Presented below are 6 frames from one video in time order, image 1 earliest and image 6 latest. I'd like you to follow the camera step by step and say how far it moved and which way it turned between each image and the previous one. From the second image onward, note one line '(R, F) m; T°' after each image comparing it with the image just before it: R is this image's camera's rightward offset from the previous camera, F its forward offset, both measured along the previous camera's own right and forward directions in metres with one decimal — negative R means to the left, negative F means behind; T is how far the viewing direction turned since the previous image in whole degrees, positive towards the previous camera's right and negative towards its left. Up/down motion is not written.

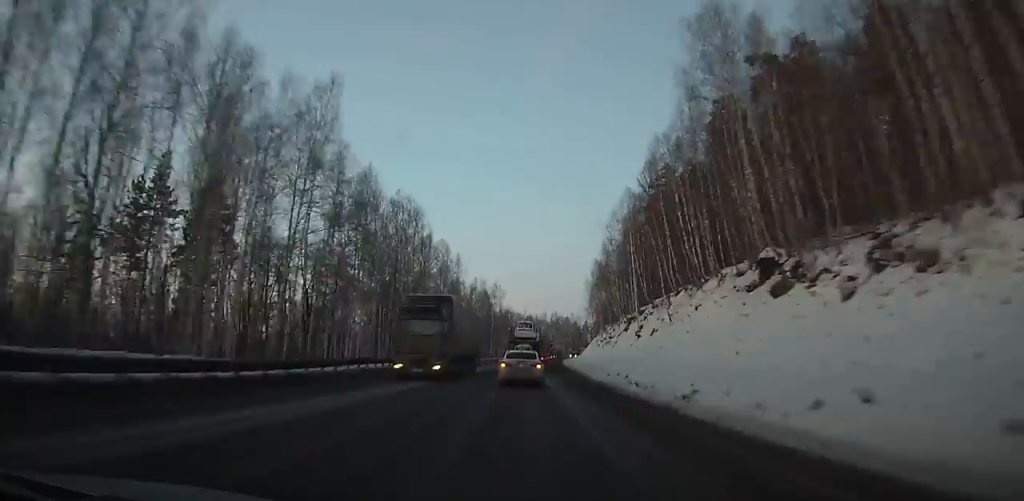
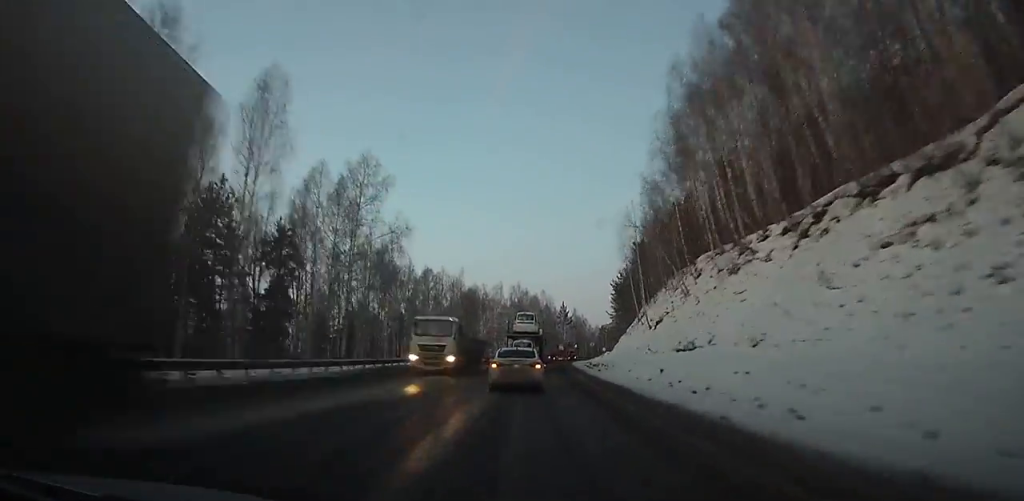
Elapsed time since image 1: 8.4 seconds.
(+2.3, +102.8) m; +3°
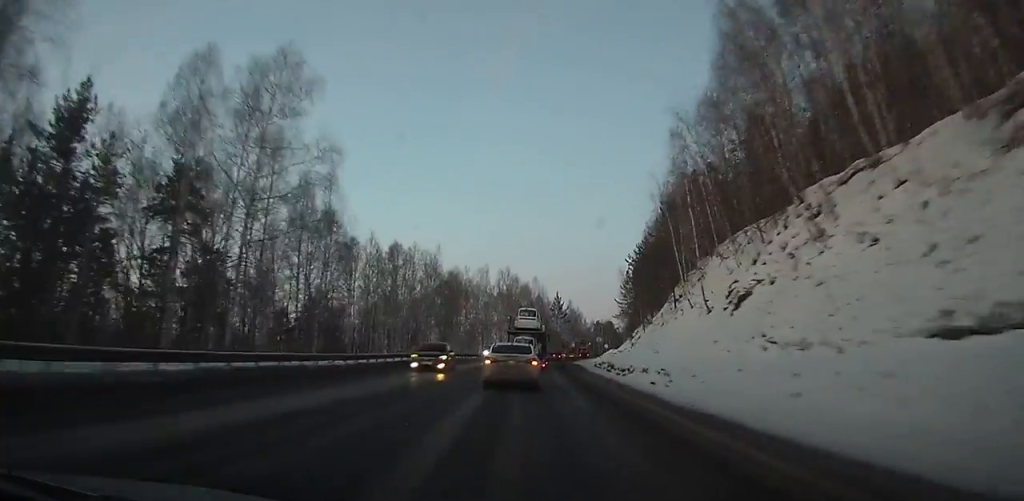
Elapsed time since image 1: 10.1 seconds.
(+0.1, +18.5) m; +1°
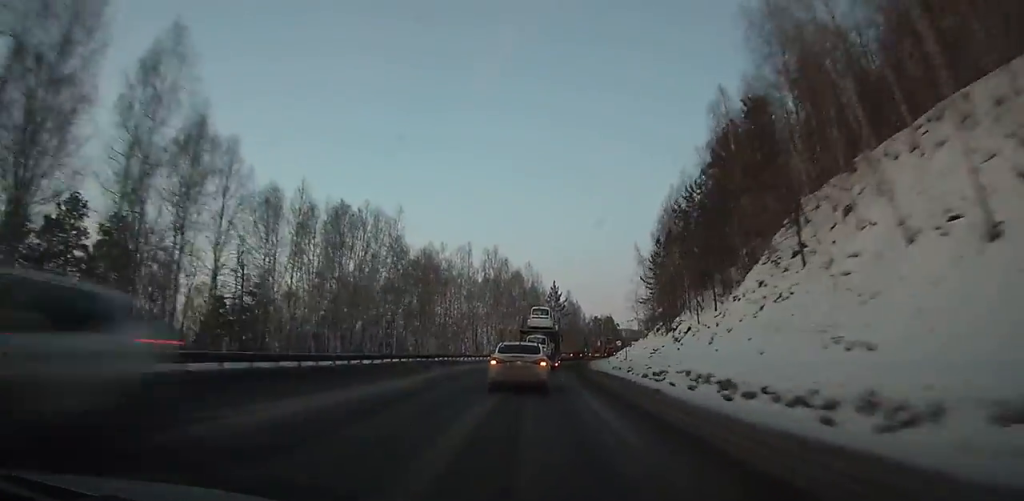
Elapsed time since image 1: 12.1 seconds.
(+0.3, +20.9) m; +2°
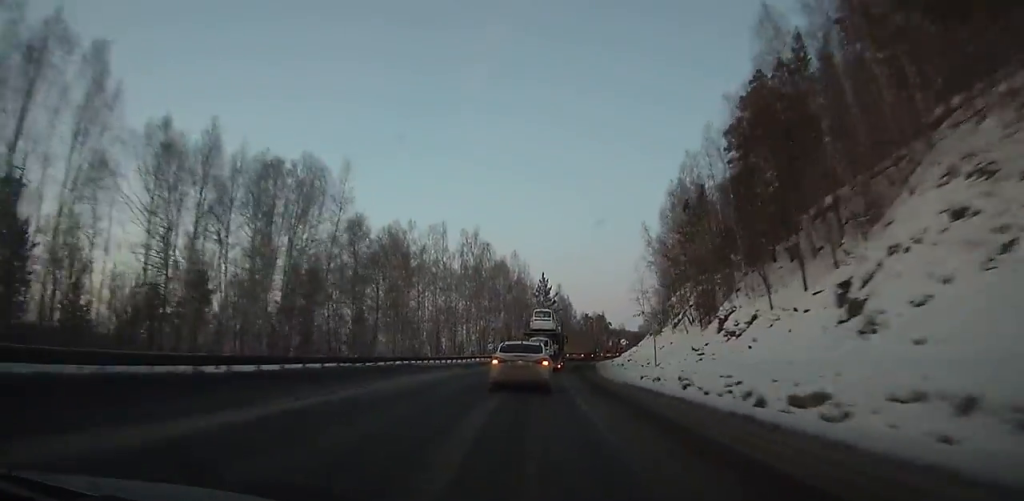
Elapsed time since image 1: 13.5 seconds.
(-0.1, +14.5) m; +1°
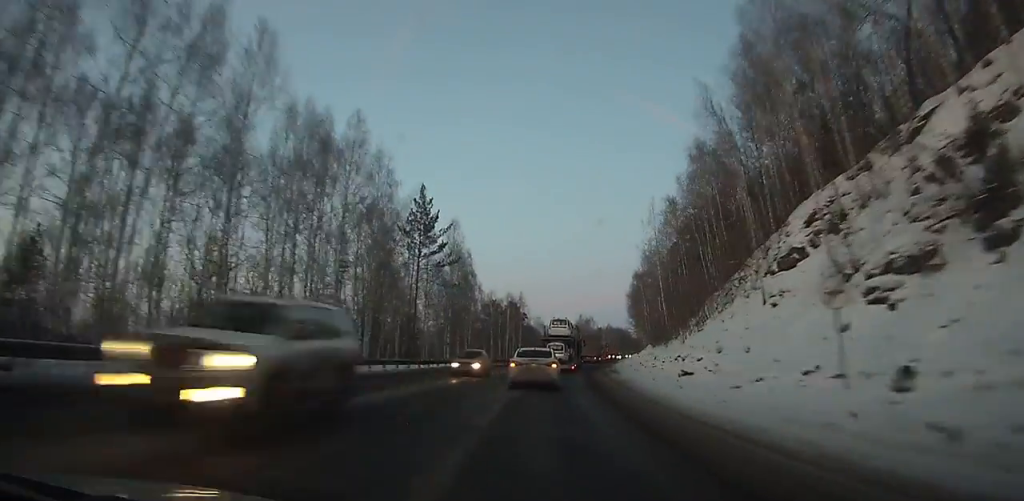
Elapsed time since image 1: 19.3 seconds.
(+5.6, +59.7) m; +11°
